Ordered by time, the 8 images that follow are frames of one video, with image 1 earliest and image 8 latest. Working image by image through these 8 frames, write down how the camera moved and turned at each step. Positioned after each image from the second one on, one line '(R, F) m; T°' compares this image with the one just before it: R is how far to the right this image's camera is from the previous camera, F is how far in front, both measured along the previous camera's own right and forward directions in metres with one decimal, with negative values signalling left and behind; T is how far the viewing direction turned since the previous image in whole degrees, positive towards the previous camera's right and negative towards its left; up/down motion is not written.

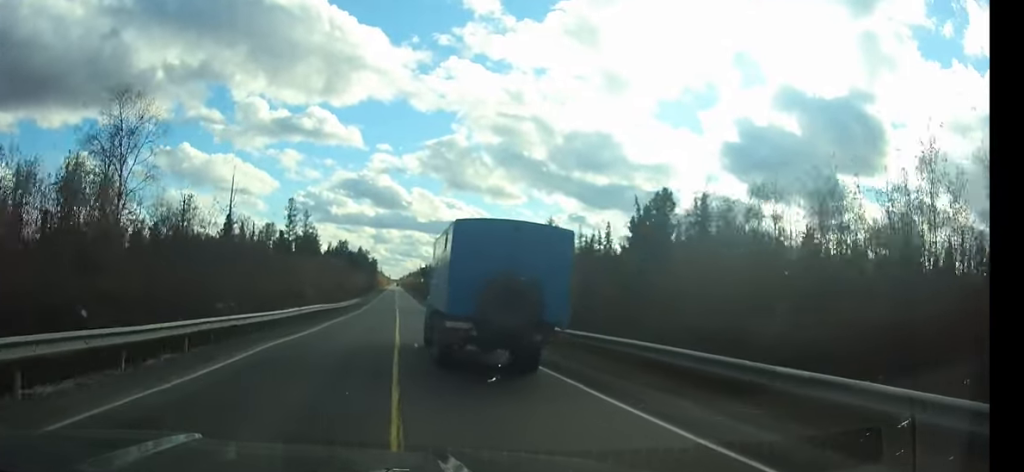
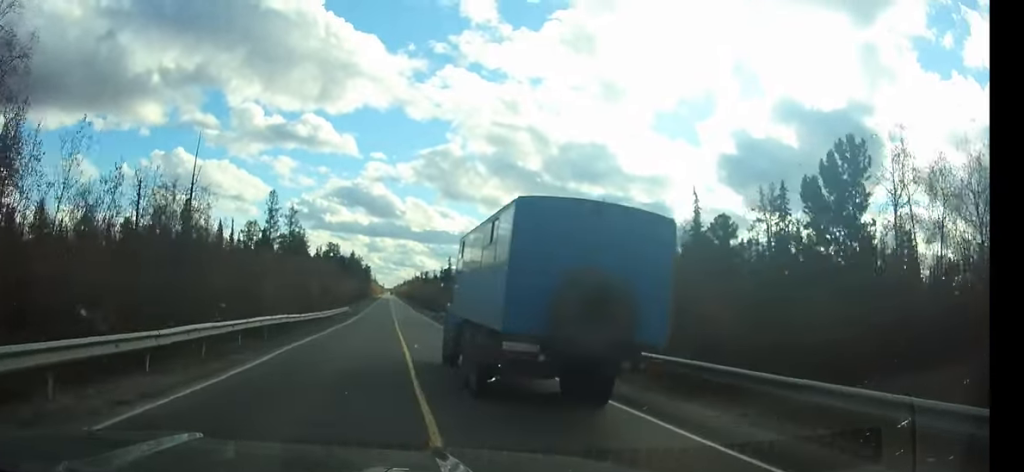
(0.0, +16.6) m; 0°
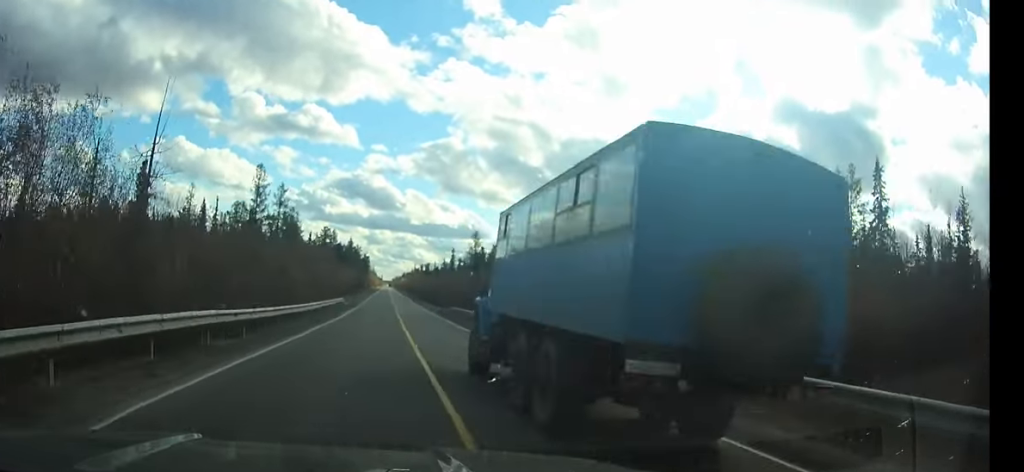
(0.0, +12.5) m; 0°
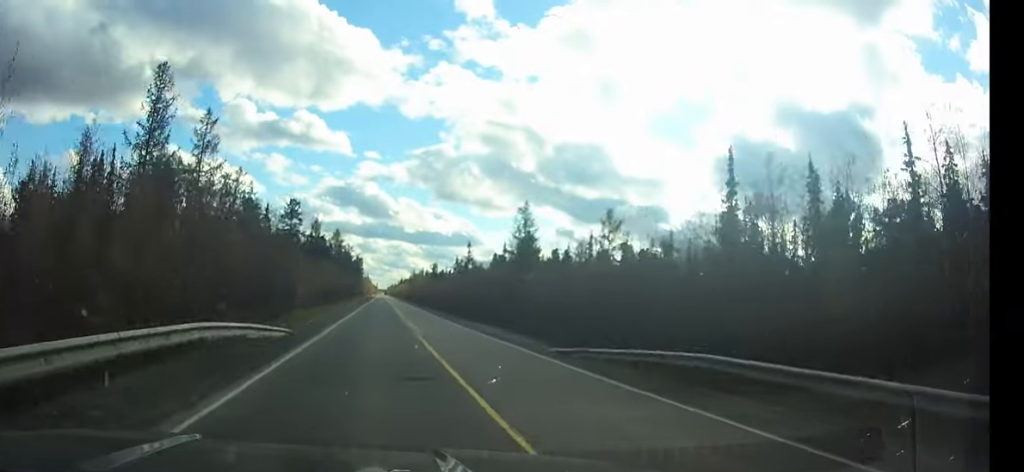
(+0.5, +45.1) m; +1°
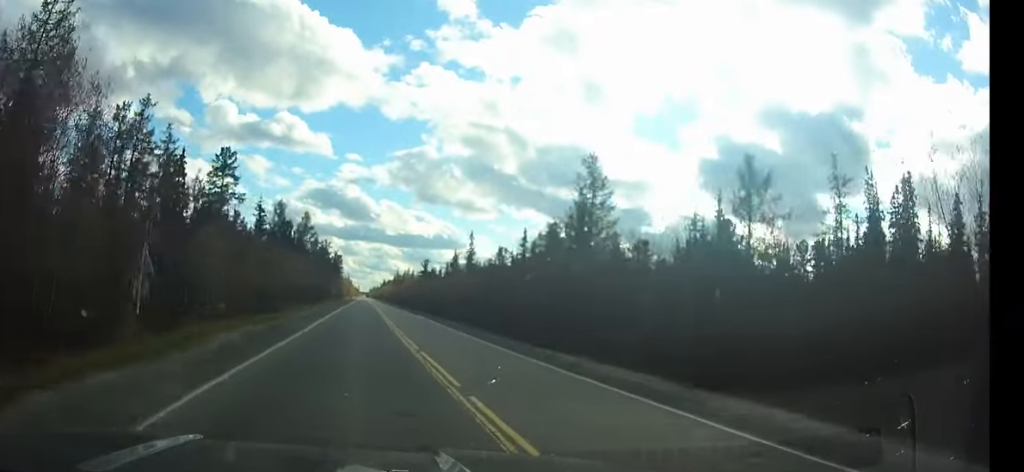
(+0.2, +30.8) m; +1°
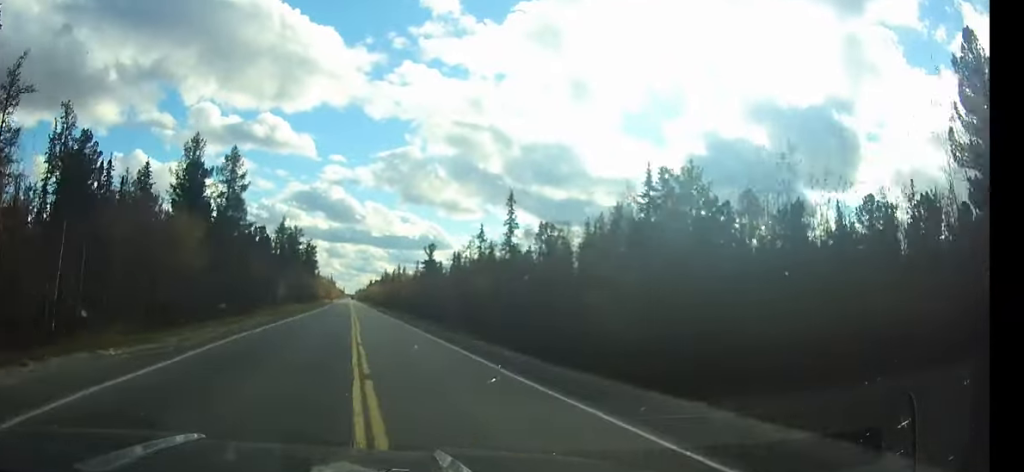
(+0.3, +47.6) m; 0°
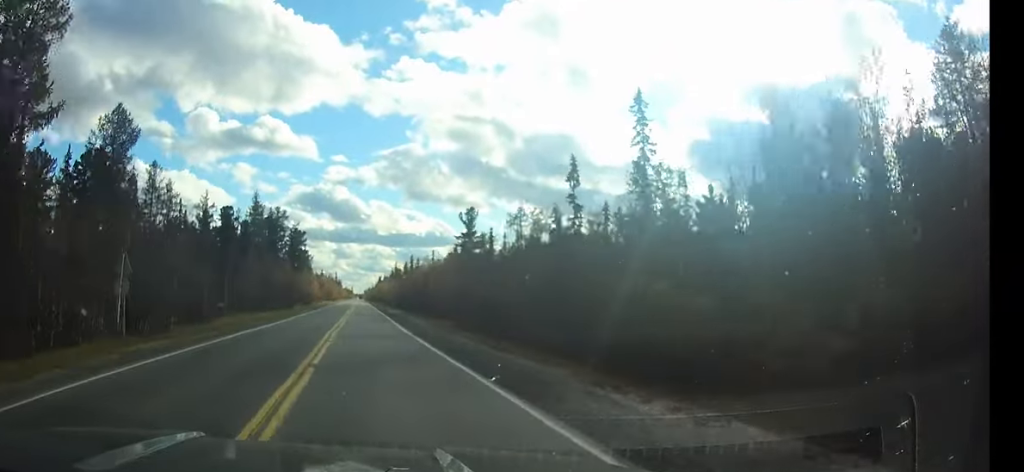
(-0.1, +38.5) m; -1°
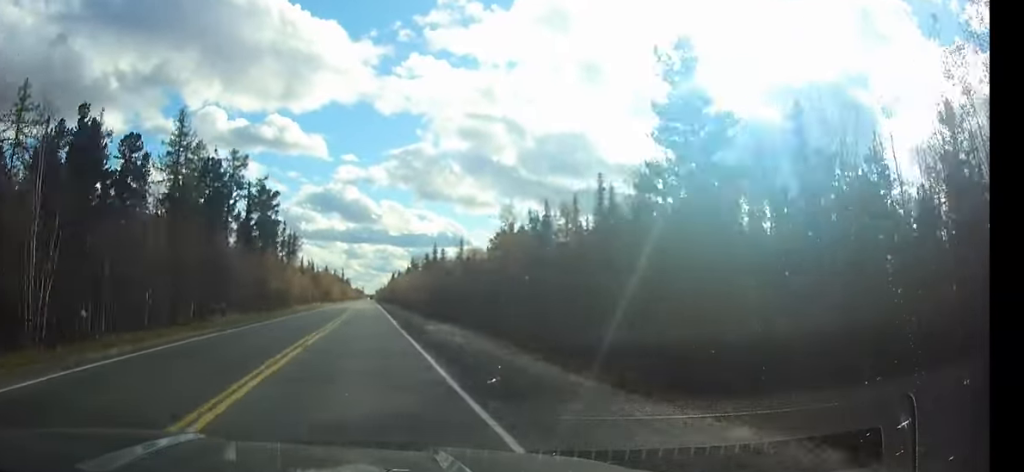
(-0.4, +49.1) m; -1°
